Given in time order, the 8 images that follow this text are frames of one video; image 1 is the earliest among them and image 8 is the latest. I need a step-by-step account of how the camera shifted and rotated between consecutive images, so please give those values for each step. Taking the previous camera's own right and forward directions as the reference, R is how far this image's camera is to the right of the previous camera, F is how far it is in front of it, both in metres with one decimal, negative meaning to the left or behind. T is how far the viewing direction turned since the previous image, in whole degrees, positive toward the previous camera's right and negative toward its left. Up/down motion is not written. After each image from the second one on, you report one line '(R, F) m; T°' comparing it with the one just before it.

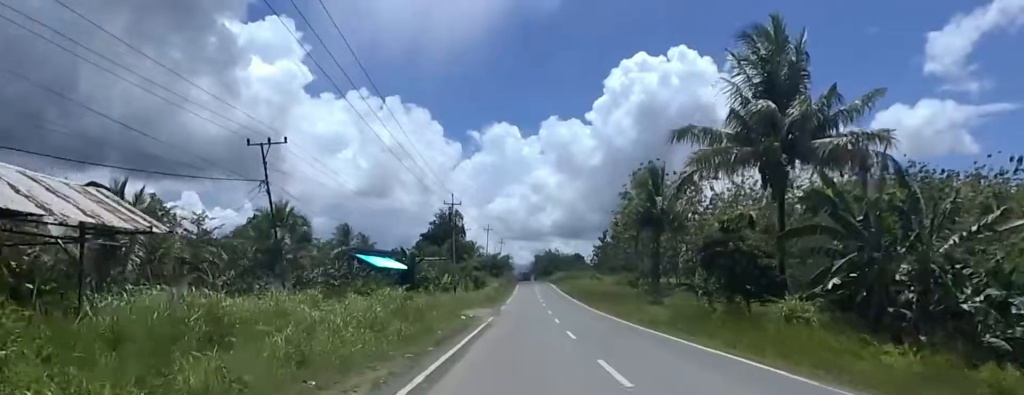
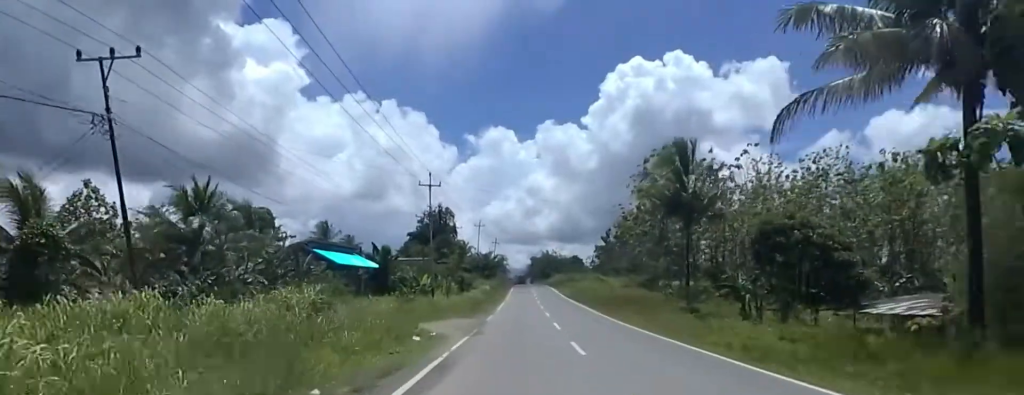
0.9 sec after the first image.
(-0.3, +11.2) m; -3°
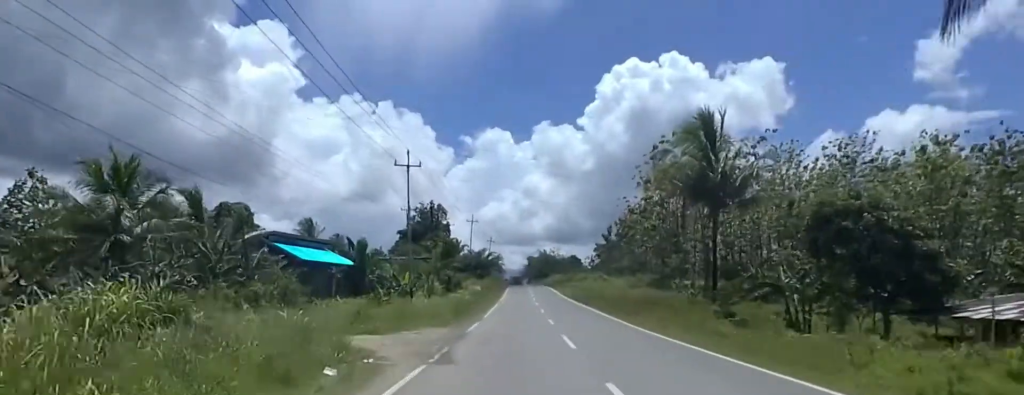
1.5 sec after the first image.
(-0.1, +7.0) m; -2°
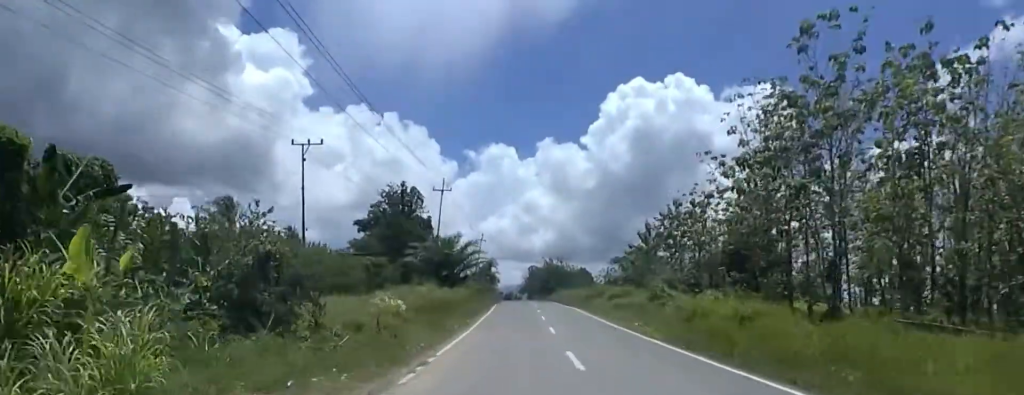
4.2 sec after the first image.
(+2.0, +34.5) m; +8°
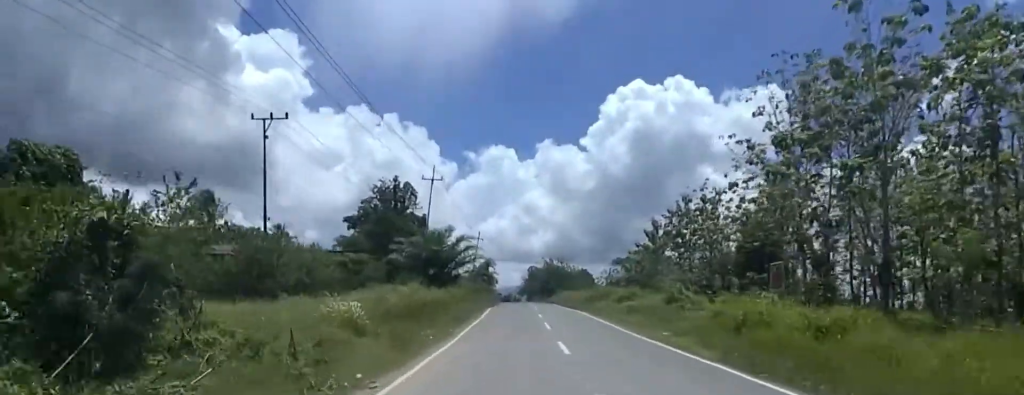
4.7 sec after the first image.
(-0.2, +5.5) m; -1°
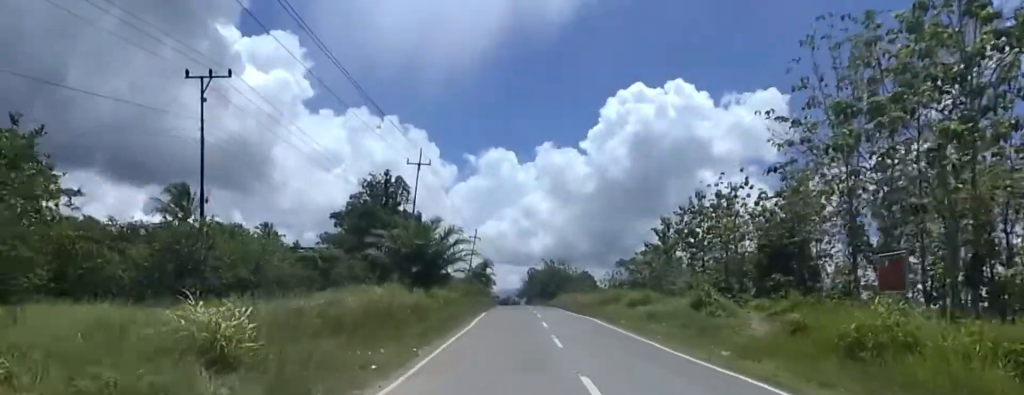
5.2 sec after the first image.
(-0.1, +6.3) m; -1°
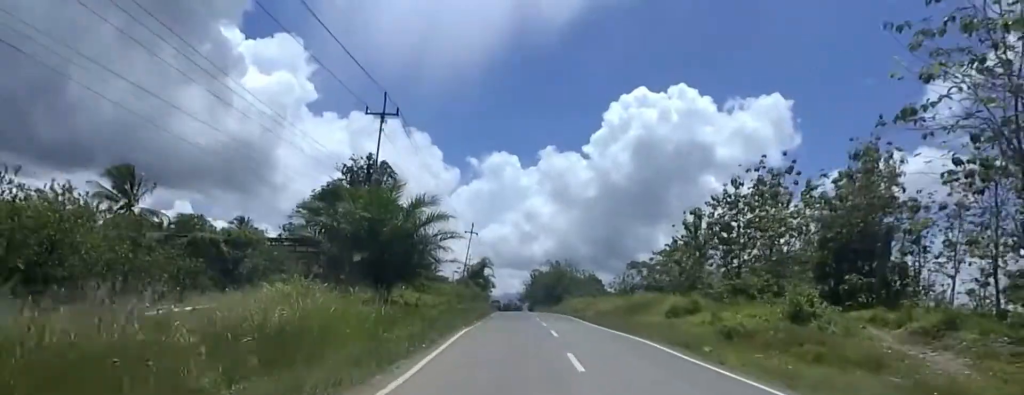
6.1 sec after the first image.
(0.0, +12.1) m; 0°
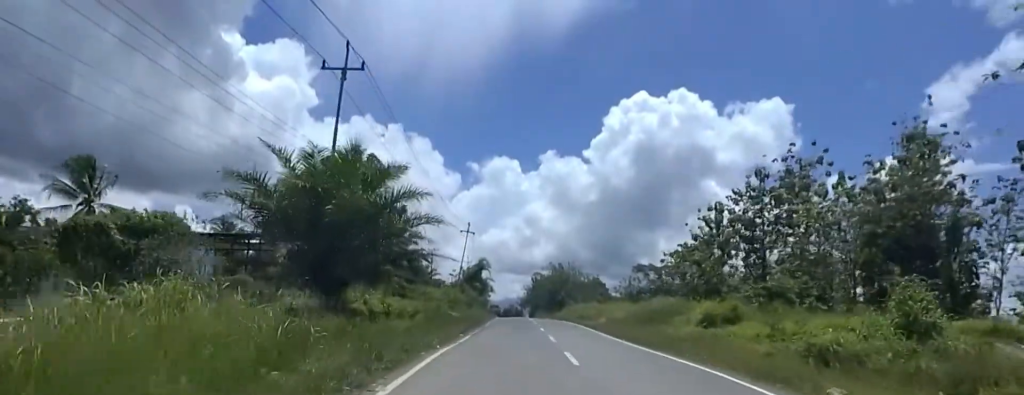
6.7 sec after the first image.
(0.0, +6.7) m; -1°
